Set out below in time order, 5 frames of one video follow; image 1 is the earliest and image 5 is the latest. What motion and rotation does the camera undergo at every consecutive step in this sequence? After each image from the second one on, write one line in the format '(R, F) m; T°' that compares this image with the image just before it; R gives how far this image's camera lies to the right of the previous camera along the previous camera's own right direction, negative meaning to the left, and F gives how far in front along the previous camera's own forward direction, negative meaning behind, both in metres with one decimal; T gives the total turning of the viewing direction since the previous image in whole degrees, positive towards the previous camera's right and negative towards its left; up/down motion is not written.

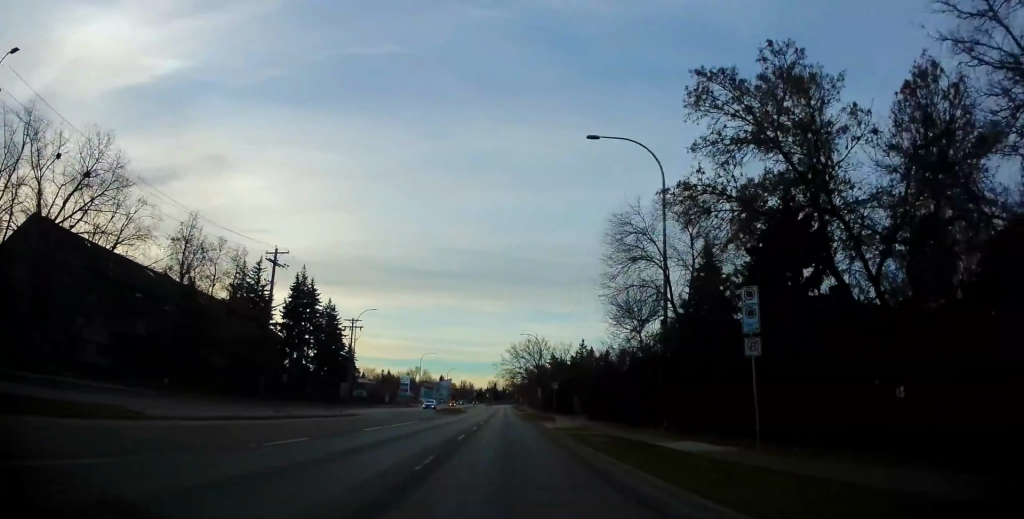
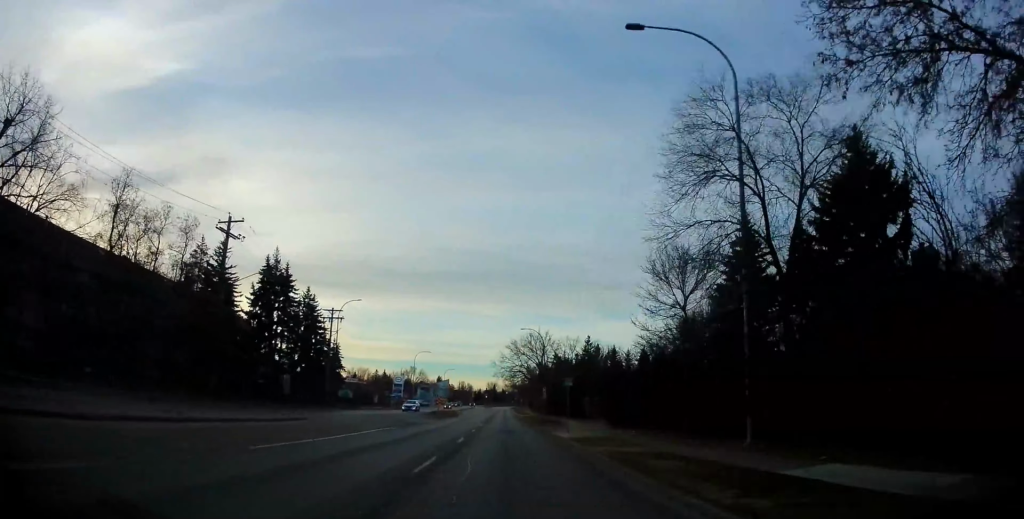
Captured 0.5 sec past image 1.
(+0.1, +9.1) m; +1°
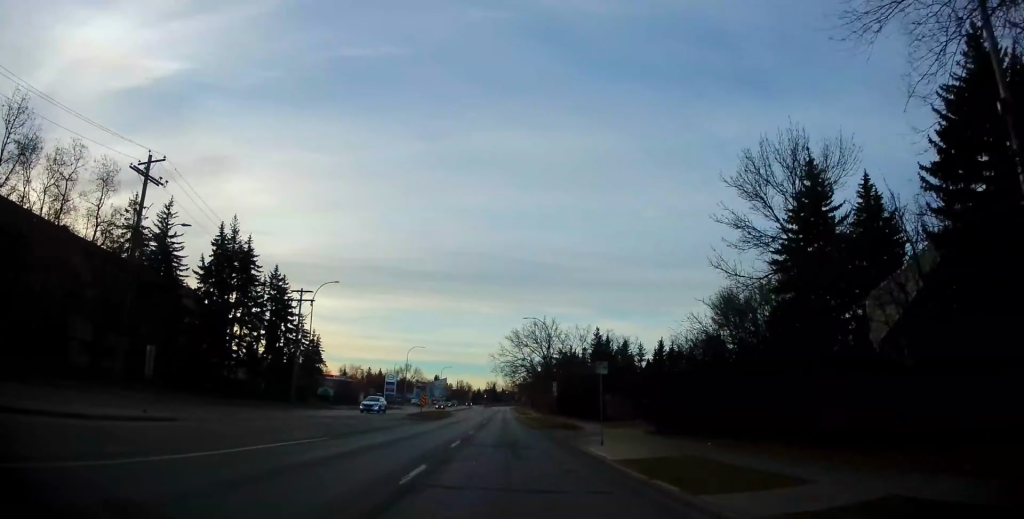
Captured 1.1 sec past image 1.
(0.0, +10.9) m; 0°
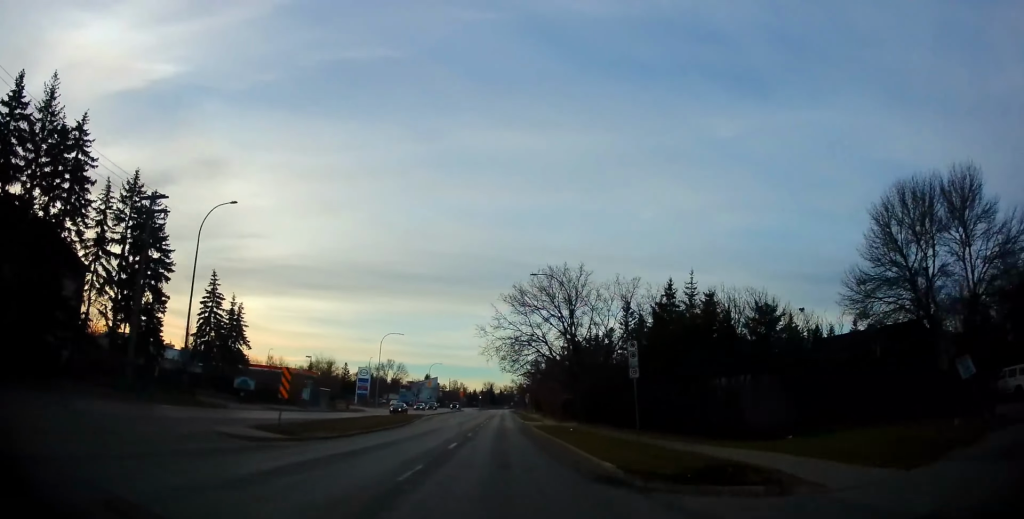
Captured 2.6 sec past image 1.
(0.0, +27.1) m; 0°
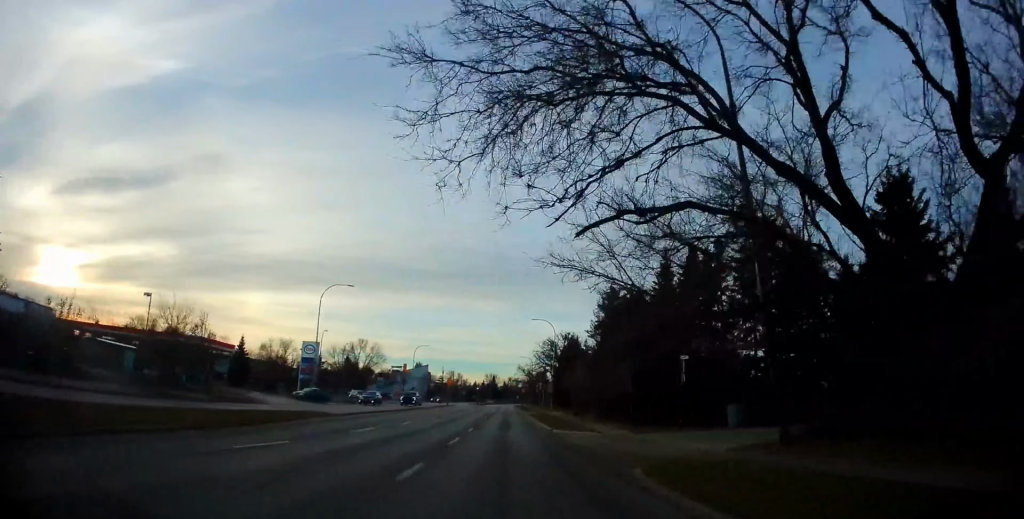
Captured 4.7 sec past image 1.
(-0.6, +37.7) m; -1°
